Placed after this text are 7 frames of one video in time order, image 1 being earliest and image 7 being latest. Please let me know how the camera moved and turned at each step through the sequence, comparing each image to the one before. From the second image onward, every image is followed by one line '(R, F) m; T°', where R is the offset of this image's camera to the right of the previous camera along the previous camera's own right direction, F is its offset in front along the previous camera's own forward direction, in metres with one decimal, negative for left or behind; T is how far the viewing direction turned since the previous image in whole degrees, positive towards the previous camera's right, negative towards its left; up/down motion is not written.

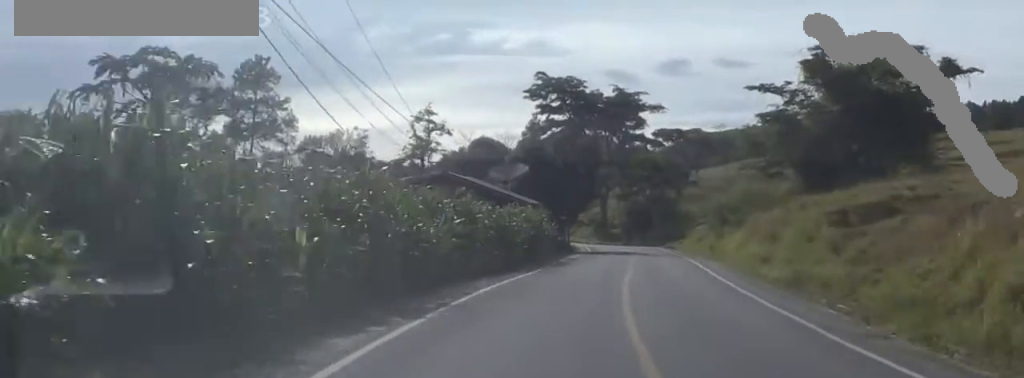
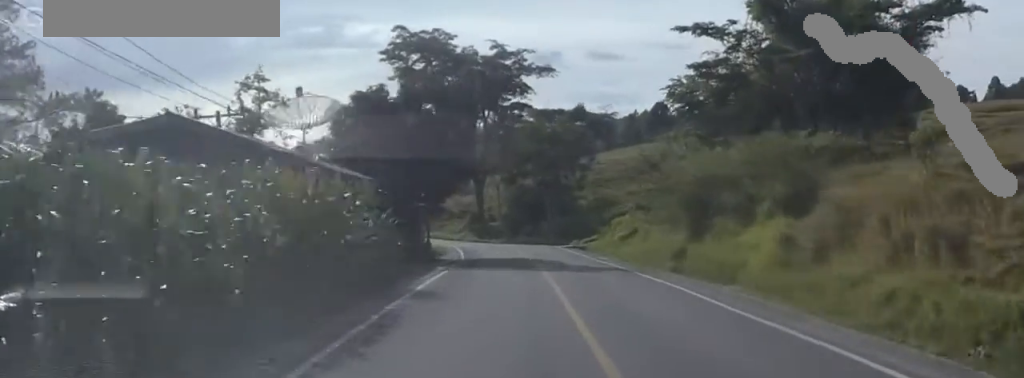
(+3.1, +23.1) m; +8°
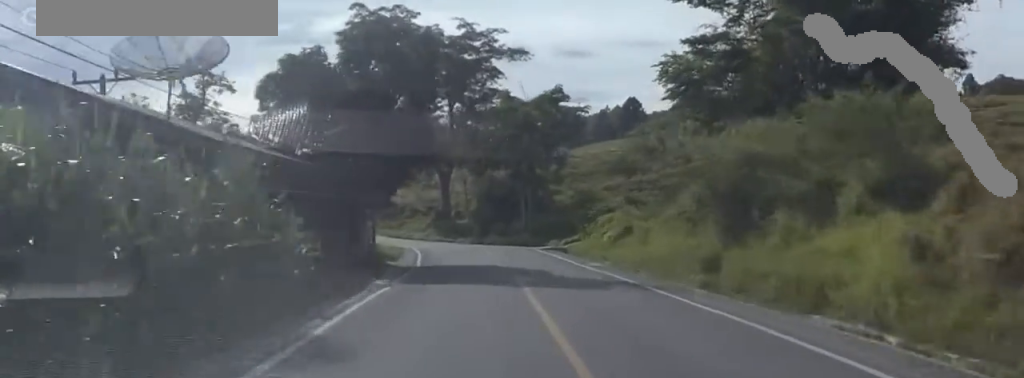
(0.0, +8.0) m; -1°
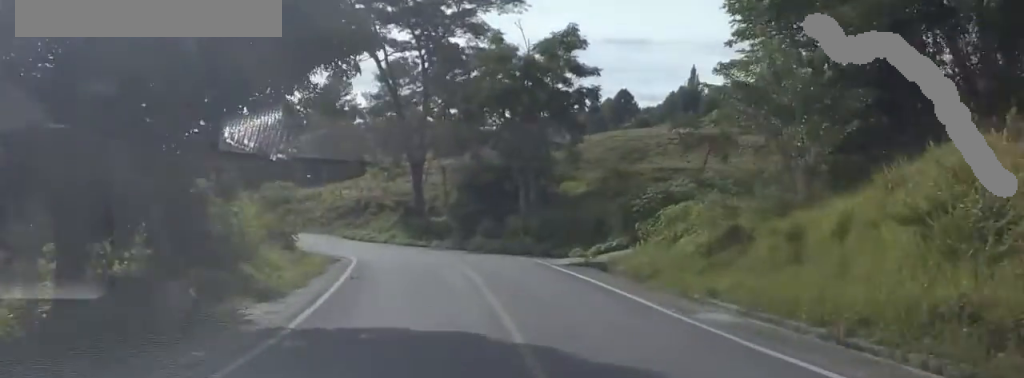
(-1.0, +18.3) m; -7°
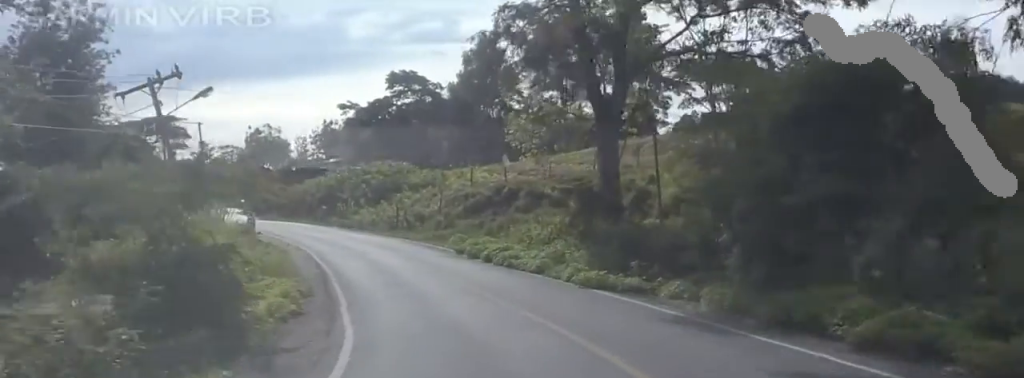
(-0.4, +32.7) m; -6°
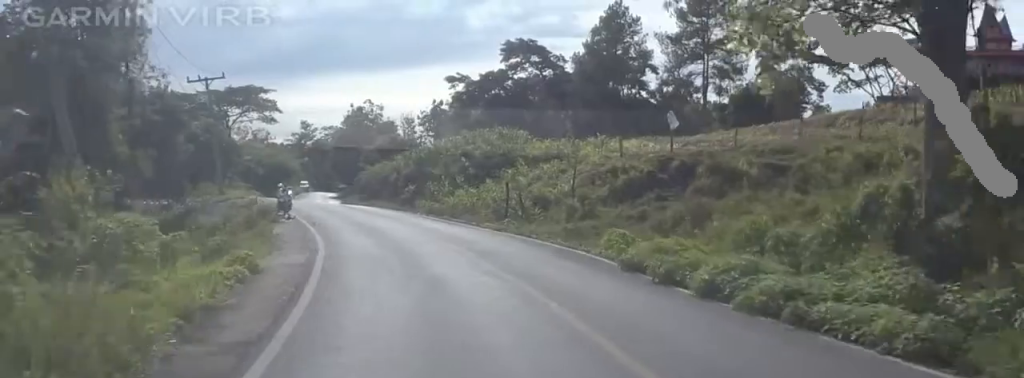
(-2.3, +17.4) m; -12°
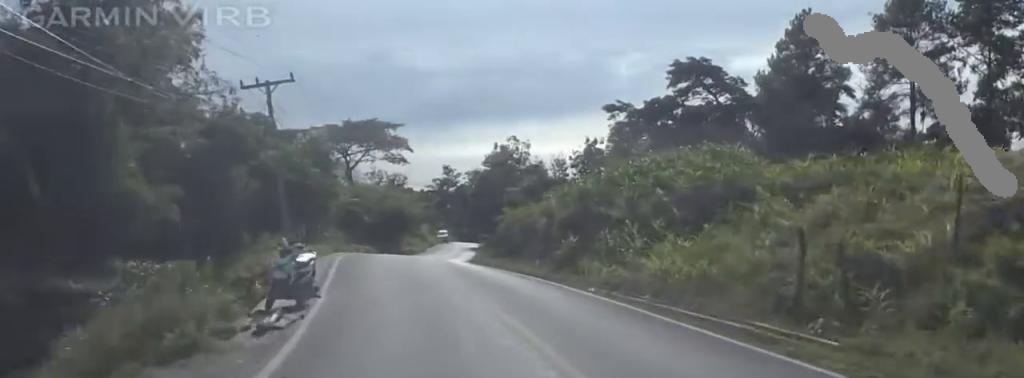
(-1.3, +19.5) m; -3°
